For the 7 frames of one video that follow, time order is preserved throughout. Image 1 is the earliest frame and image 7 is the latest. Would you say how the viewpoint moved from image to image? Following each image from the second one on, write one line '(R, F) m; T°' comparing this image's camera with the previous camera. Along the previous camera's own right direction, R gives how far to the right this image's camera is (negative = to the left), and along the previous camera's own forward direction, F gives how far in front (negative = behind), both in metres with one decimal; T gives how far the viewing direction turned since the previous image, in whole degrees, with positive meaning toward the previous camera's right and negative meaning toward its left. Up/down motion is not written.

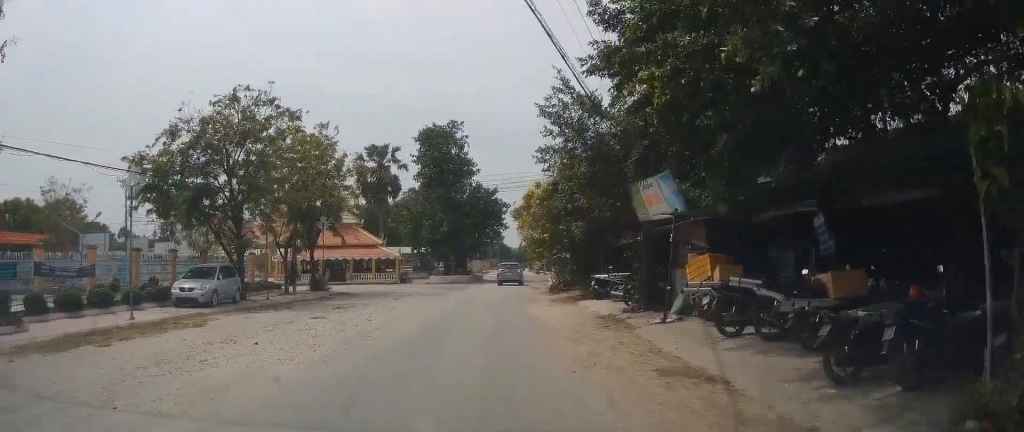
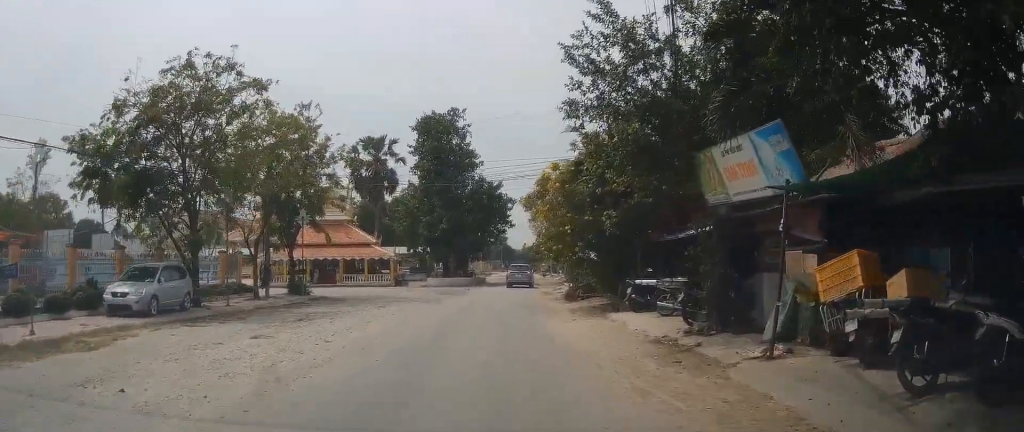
(+0.1, +5.4) m; +1°
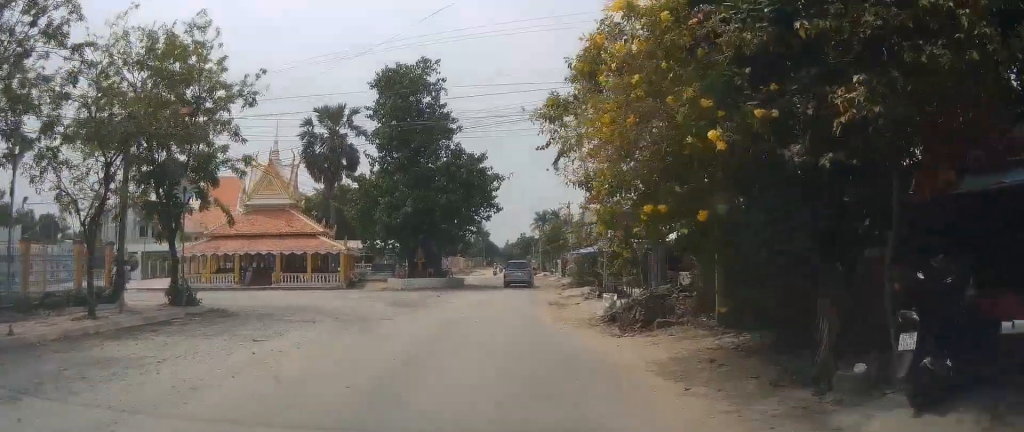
(+0.4, +12.9) m; 0°
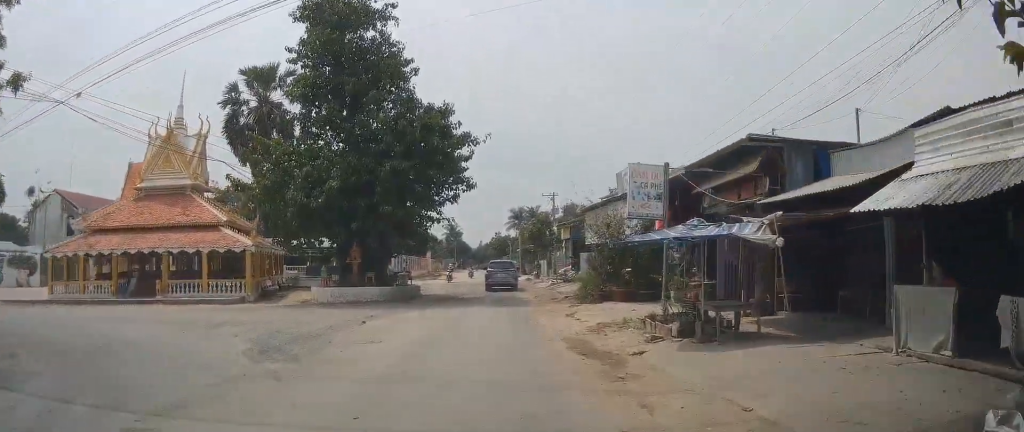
(+0.1, +13.3) m; -1°
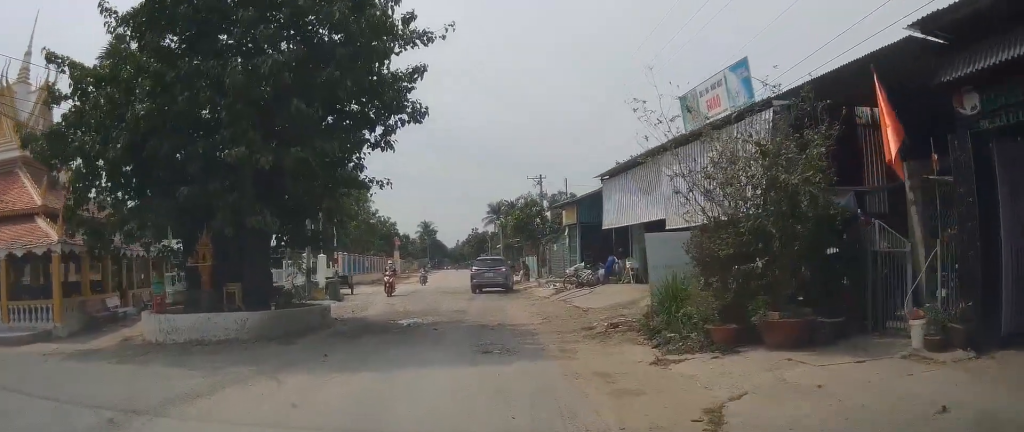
(-0.3, +14.3) m; +1°
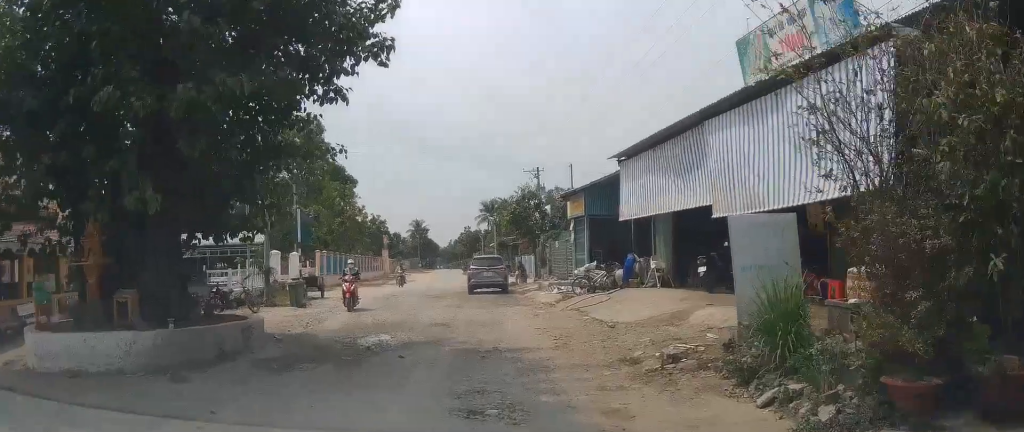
(+0.5, +5.6) m; +1°
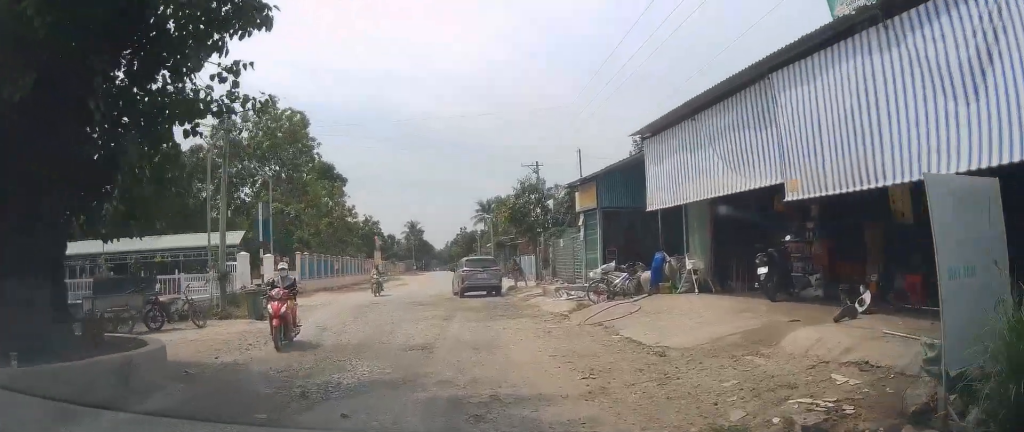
(-0.4, +5.1) m; -1°
